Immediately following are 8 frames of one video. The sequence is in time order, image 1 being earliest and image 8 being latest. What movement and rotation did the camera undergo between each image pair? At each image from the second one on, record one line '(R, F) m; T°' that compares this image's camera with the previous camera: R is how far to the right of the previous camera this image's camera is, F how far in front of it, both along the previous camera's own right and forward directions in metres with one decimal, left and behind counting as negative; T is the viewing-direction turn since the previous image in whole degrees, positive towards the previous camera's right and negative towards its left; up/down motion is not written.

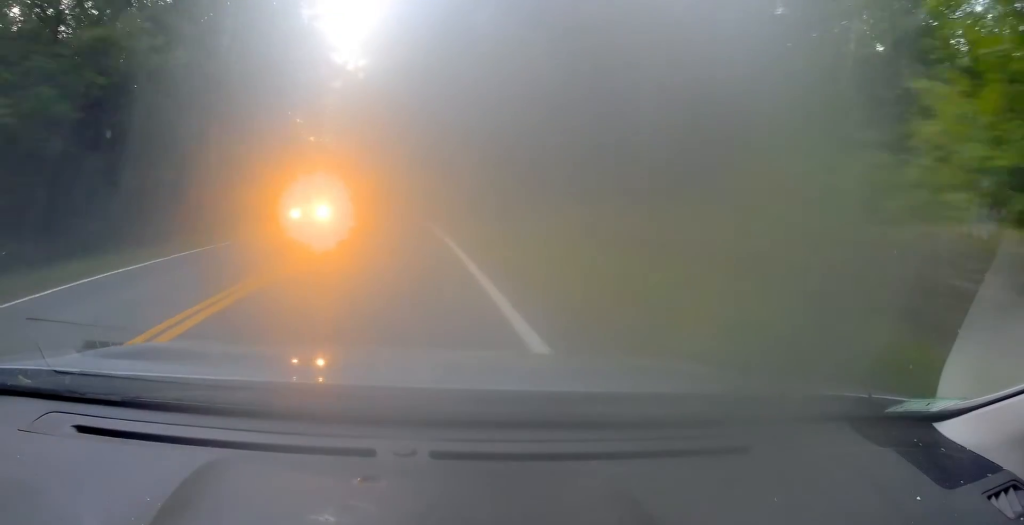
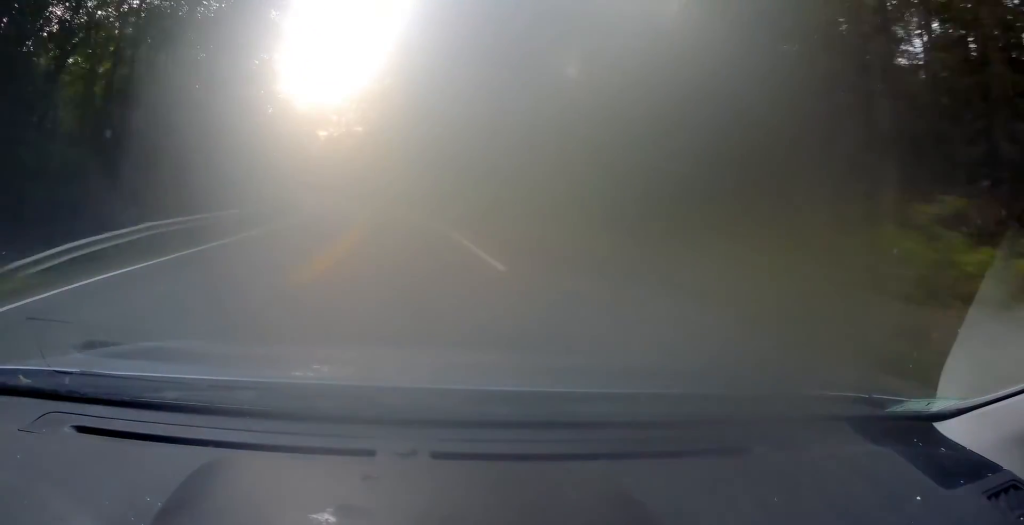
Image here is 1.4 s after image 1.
(-0.1, +32.1) m; -2°
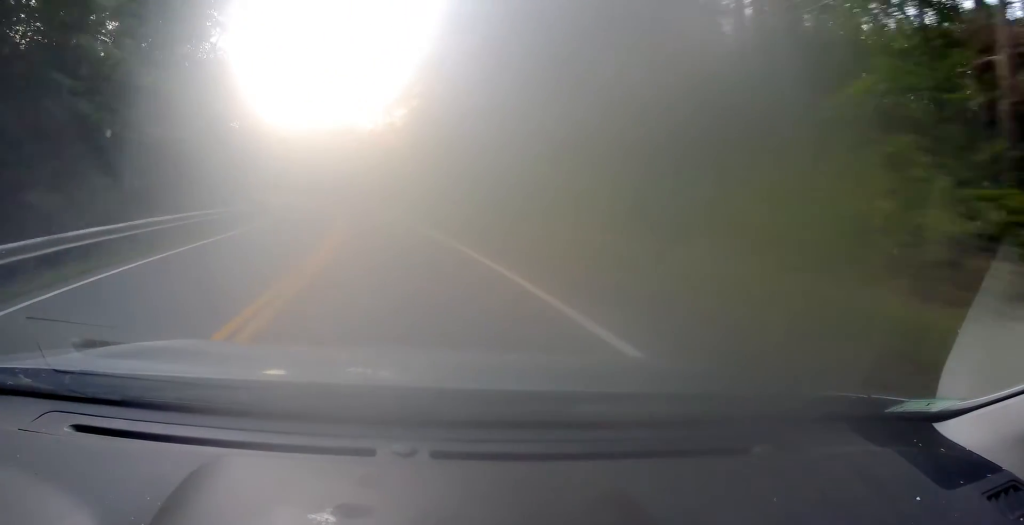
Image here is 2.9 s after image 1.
(-1.9, +33.4) m; -6°
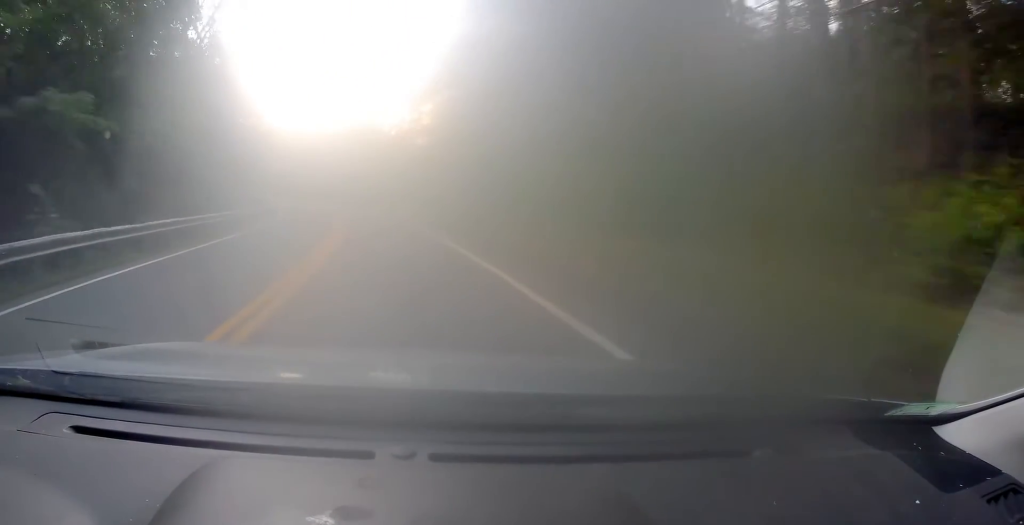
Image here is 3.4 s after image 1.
(+0.1, +9.6) m; -2°
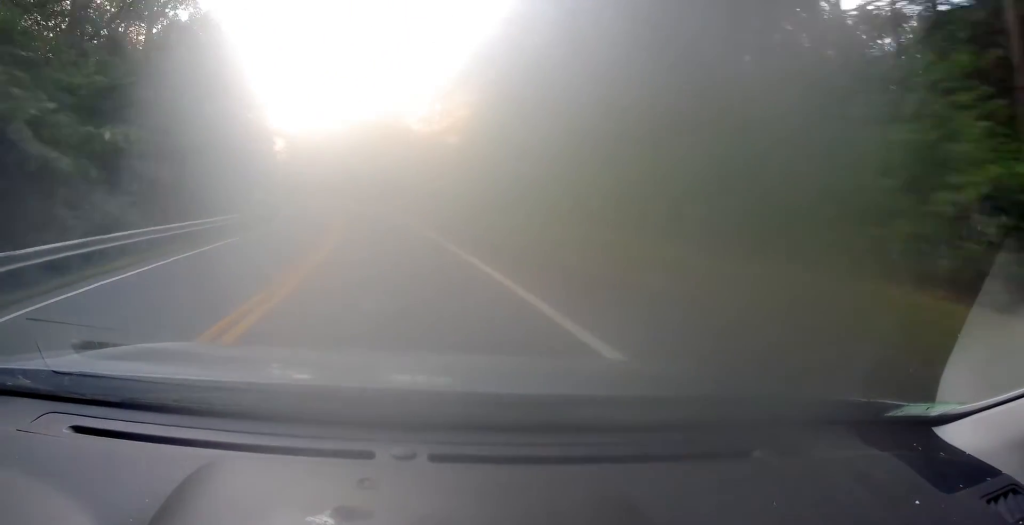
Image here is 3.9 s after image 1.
(-0.5, +12.0) m; -3°
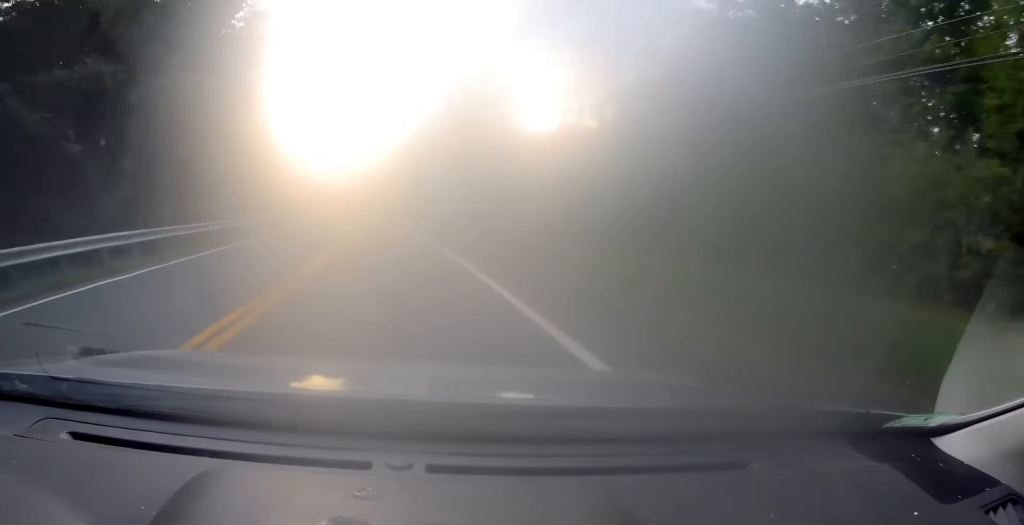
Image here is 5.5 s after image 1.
(-2.9, +36.8) m; -10°
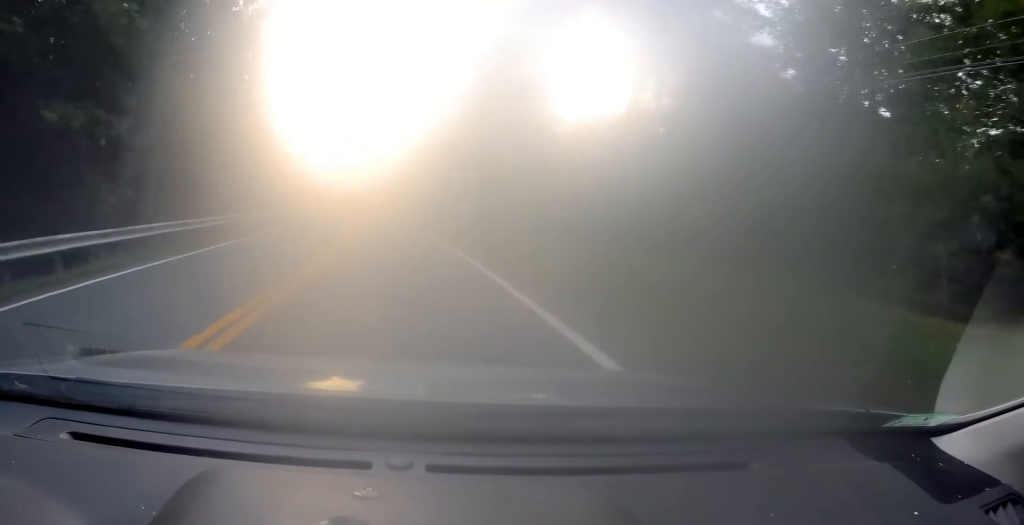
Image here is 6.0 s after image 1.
(-0.6, +10.7) m; -2°
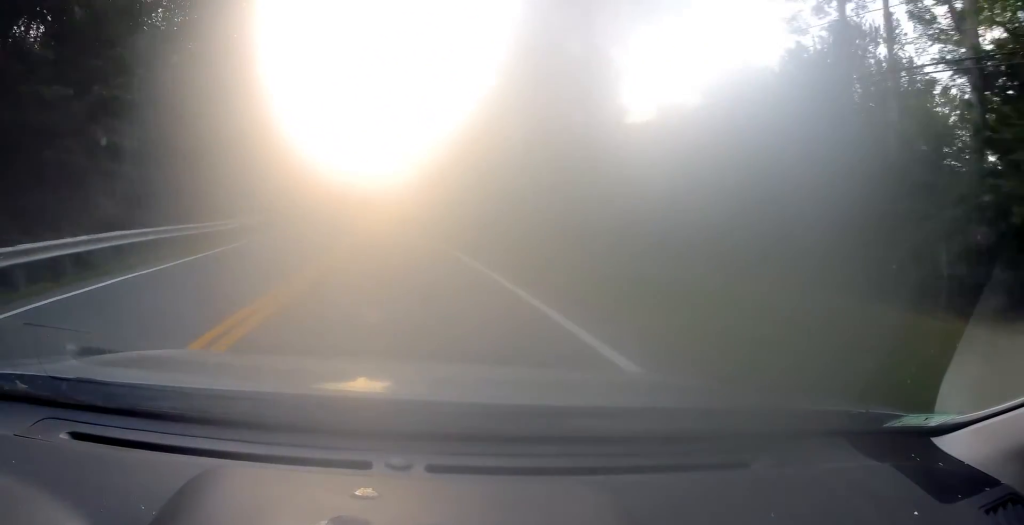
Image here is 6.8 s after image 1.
(-0.5, +17.7) m; -3°
